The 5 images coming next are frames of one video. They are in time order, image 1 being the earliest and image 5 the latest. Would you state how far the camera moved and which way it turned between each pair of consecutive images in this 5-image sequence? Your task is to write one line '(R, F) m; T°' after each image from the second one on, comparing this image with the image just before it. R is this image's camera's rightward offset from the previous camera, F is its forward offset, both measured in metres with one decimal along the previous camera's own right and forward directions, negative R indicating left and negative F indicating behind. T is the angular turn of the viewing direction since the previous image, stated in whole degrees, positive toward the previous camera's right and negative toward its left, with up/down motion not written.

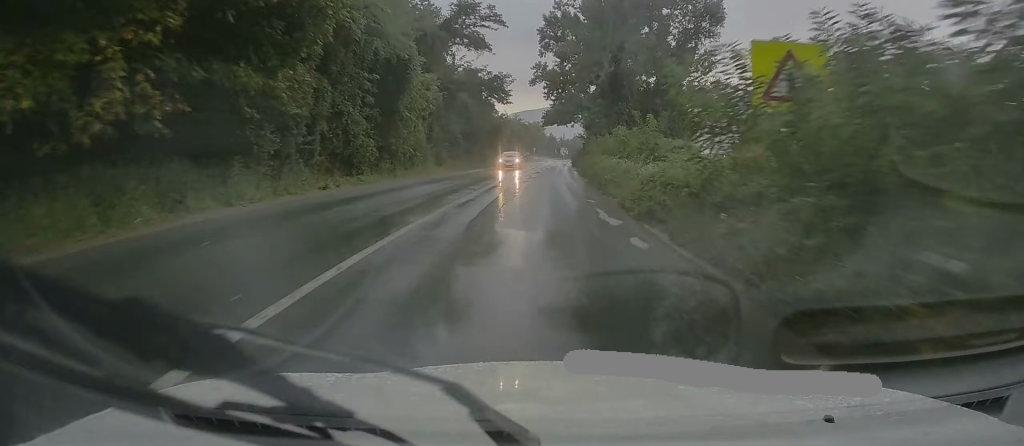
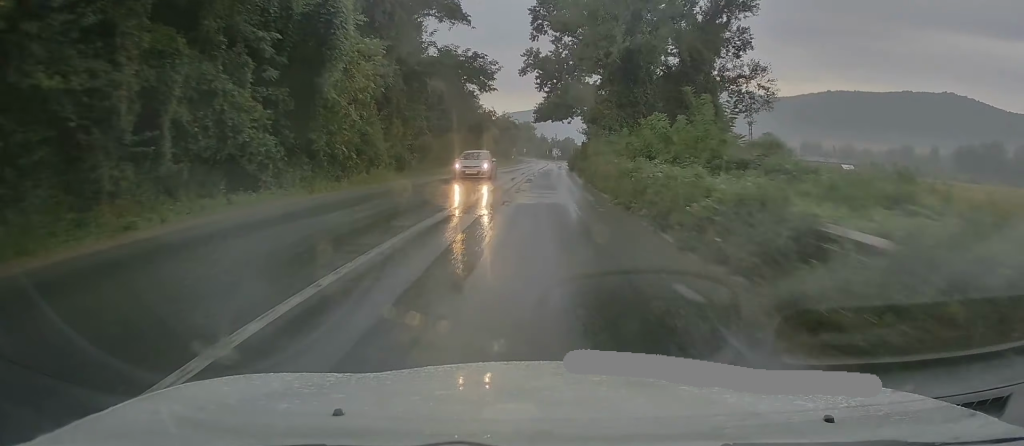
(+0.3, +11.4) m; +1°
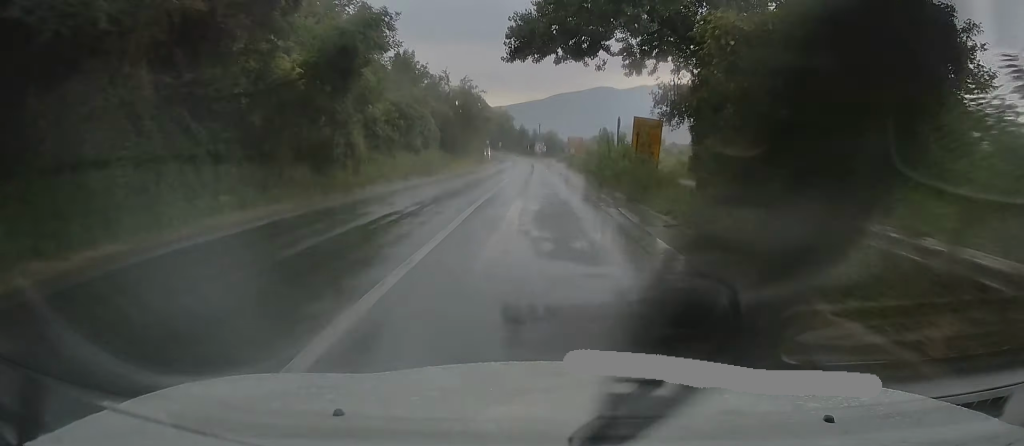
(+0.1, +40.8) m; 0°
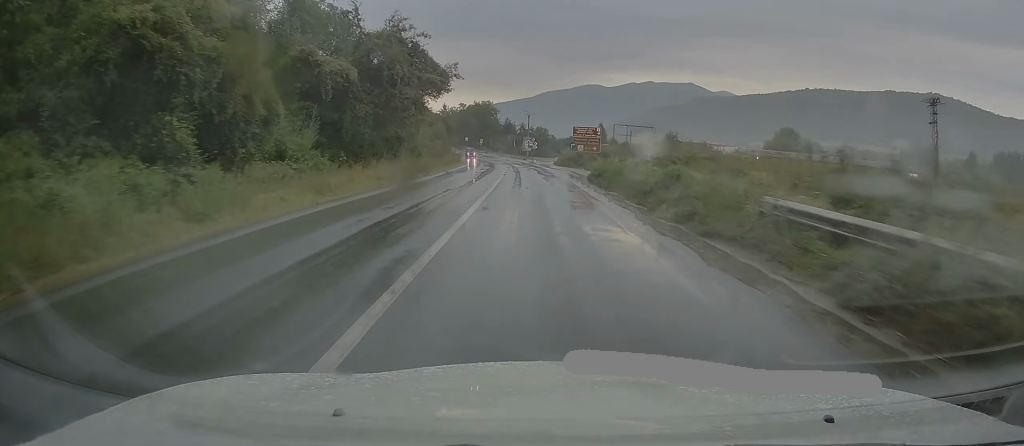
(+1.6, +32.0) m; +5°
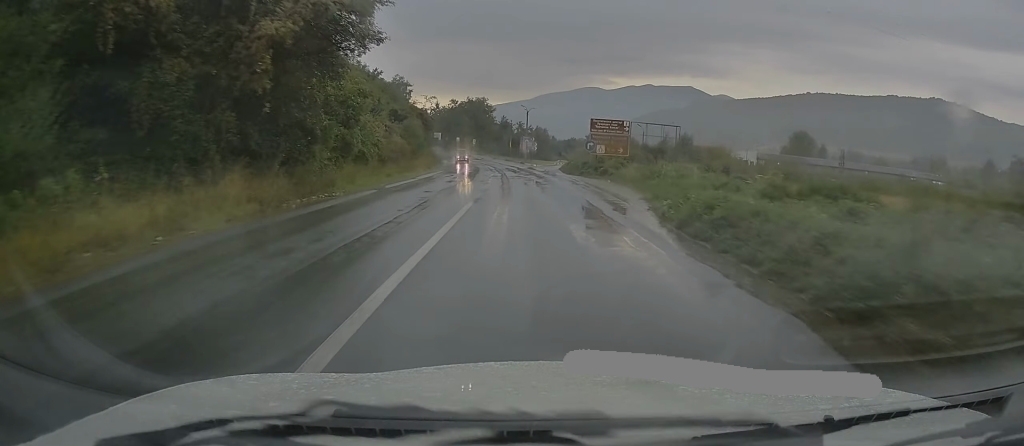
(-0.1, +17.5) m; -3°
